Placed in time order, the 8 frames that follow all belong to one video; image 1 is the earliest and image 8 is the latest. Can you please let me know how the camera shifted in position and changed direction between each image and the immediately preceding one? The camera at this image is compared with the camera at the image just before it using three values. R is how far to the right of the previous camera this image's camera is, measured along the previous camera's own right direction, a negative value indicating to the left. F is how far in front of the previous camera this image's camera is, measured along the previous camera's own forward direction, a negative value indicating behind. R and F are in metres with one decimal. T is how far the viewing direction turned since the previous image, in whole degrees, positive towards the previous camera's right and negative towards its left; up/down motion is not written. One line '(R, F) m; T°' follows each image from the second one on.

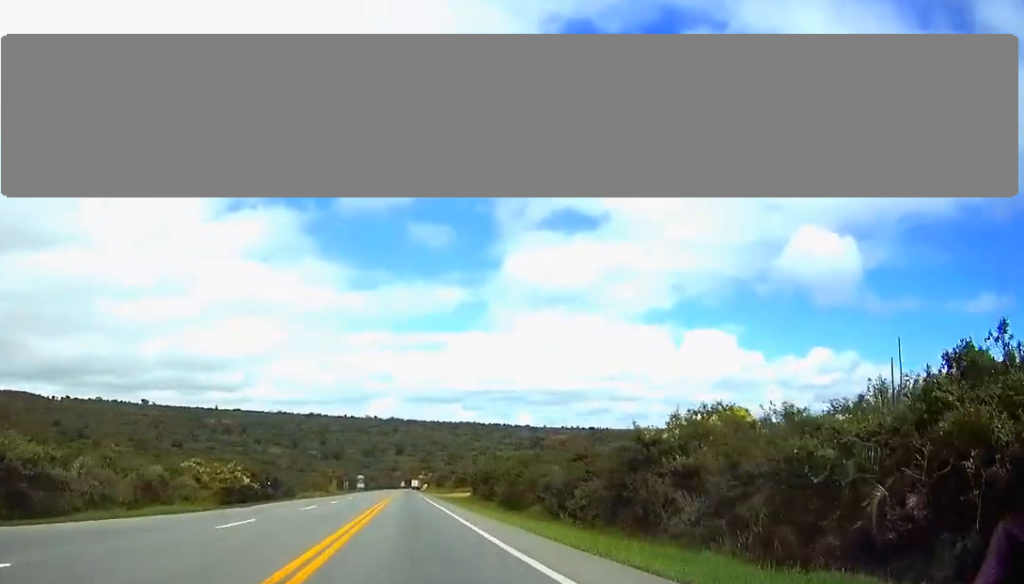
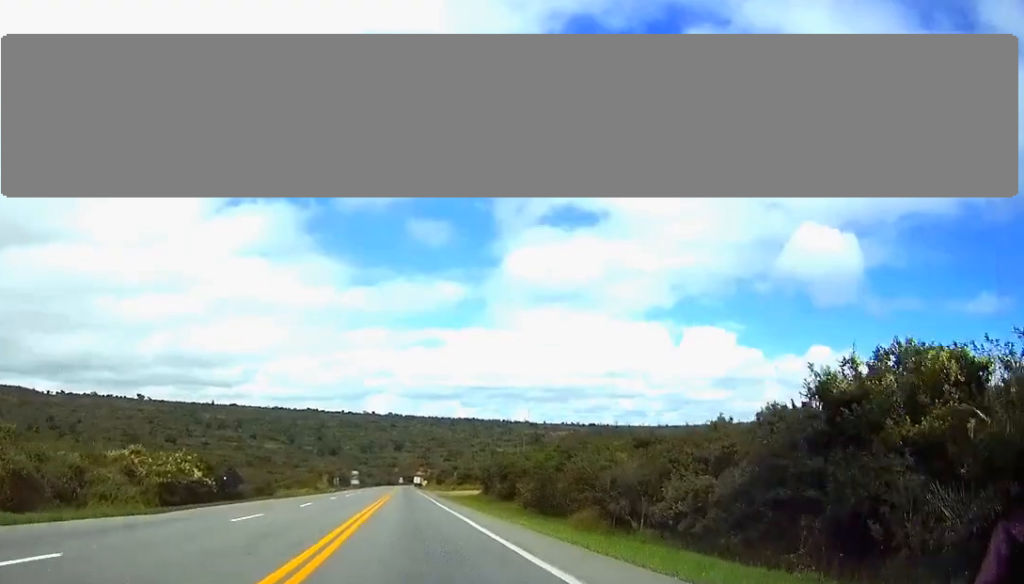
(-0.2, +15.7) m; -1°
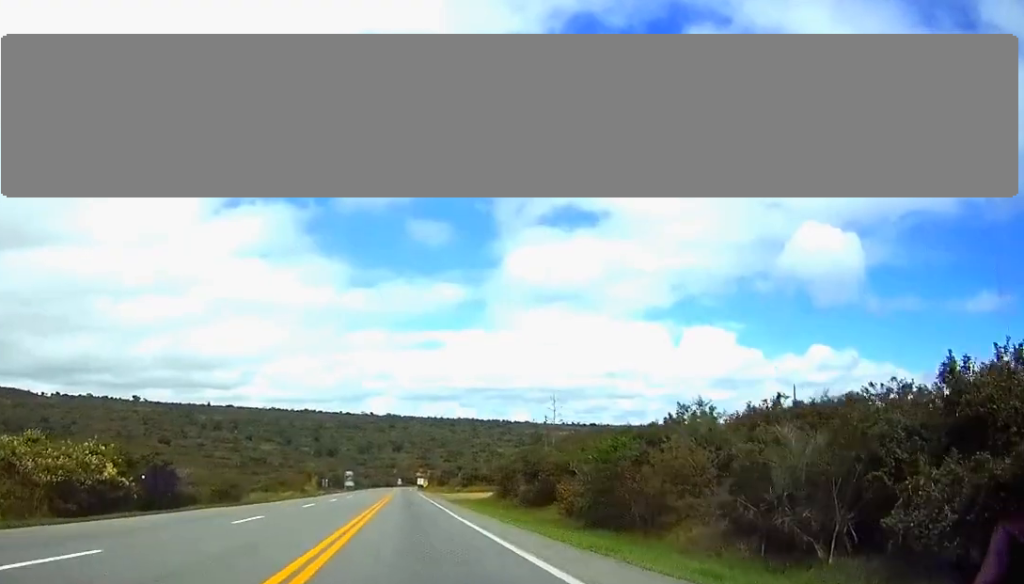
(0.0, +15.6) m; 0°
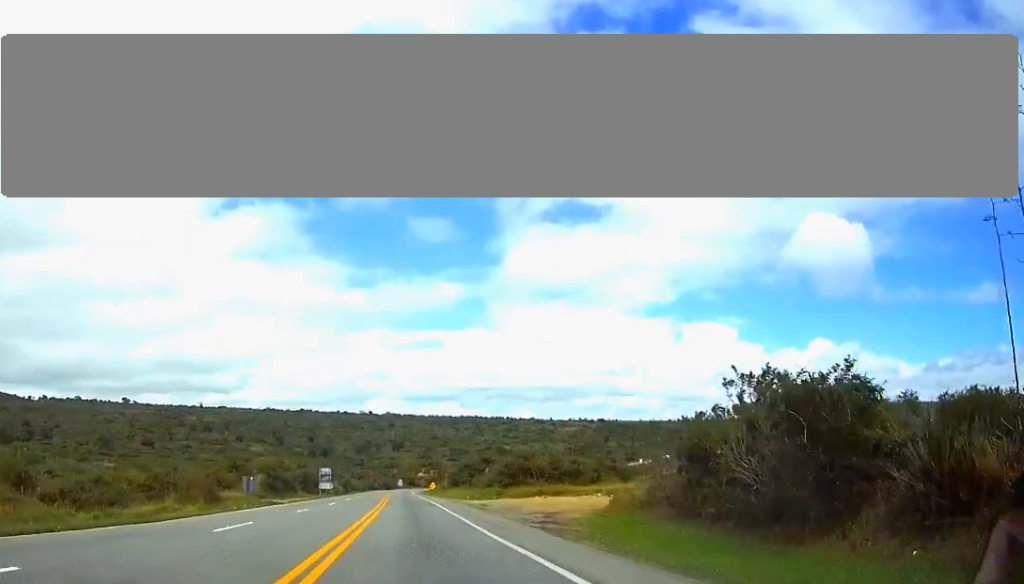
(+0.2, +51.4) m; 0°
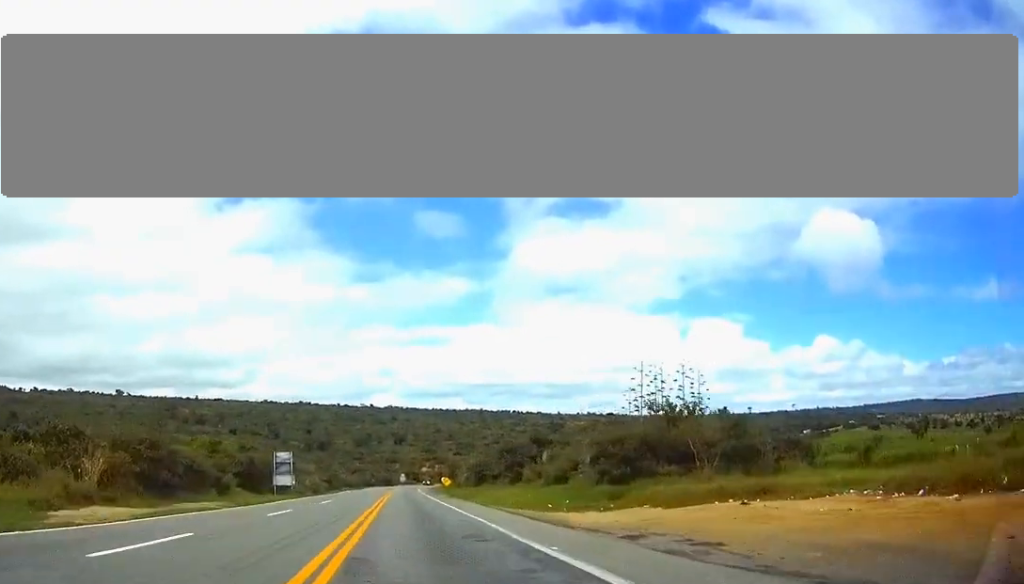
(0.0, +42.5) m; 0°
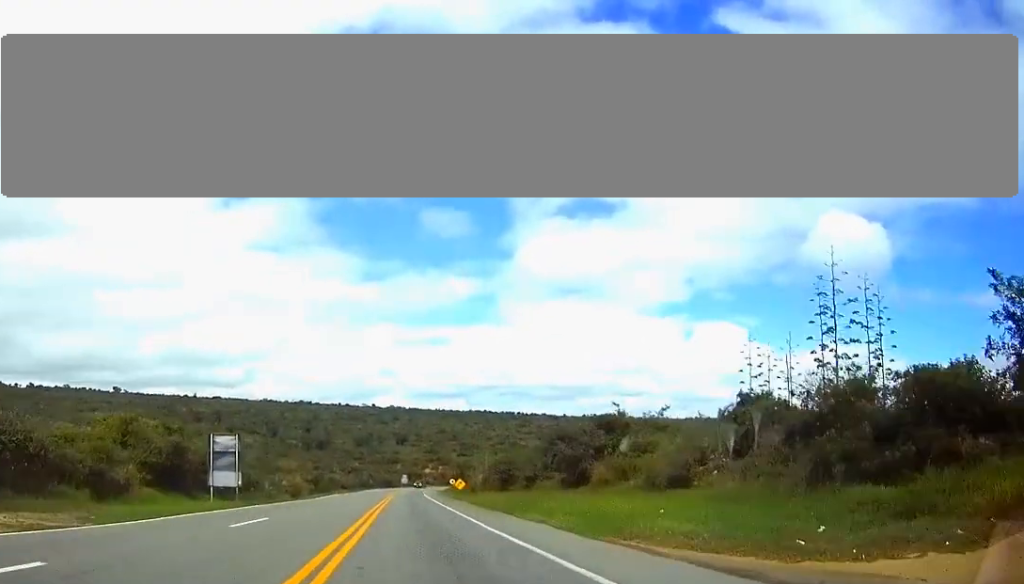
(0.0, +24.0) m; 0°
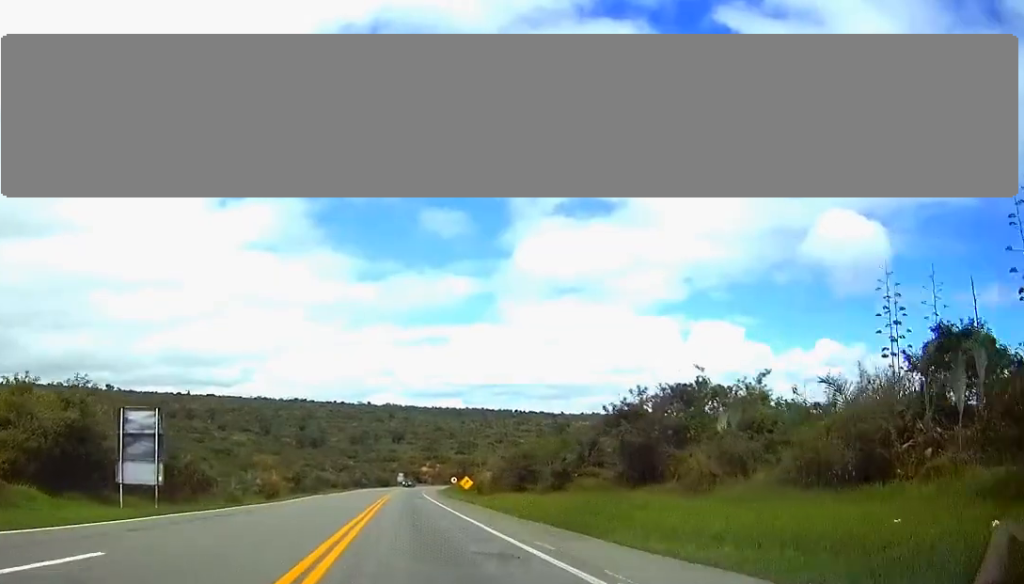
(0.0, +14.8) m; 0°
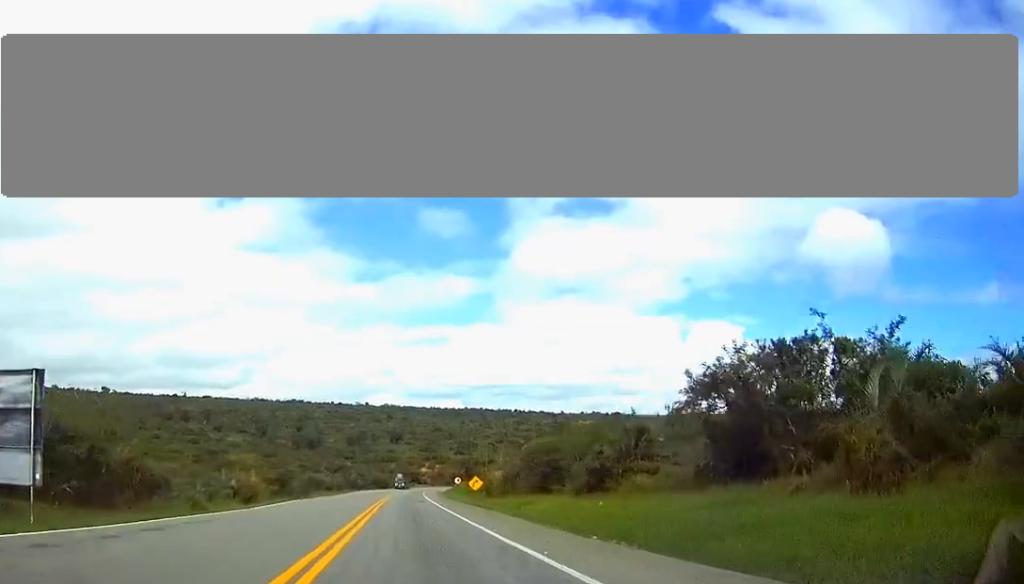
(0.0, +11.1) m; 0°
